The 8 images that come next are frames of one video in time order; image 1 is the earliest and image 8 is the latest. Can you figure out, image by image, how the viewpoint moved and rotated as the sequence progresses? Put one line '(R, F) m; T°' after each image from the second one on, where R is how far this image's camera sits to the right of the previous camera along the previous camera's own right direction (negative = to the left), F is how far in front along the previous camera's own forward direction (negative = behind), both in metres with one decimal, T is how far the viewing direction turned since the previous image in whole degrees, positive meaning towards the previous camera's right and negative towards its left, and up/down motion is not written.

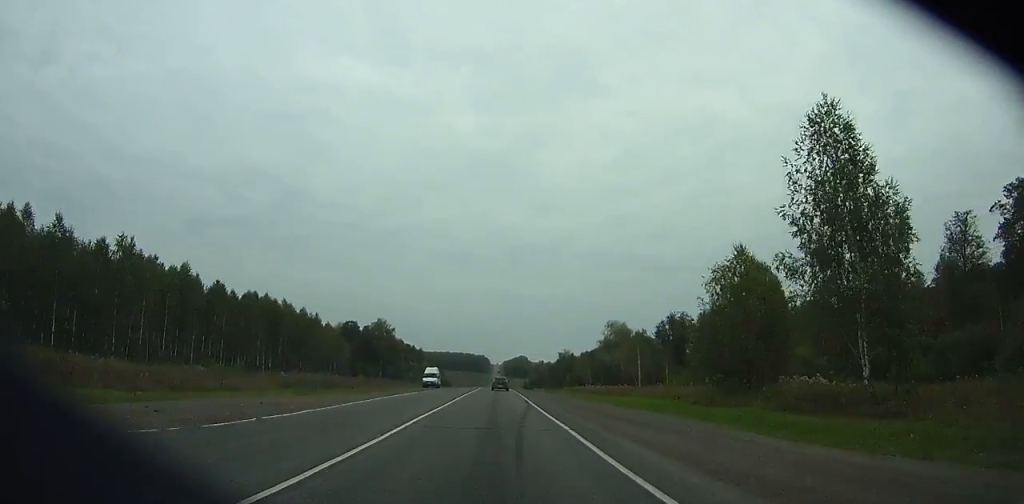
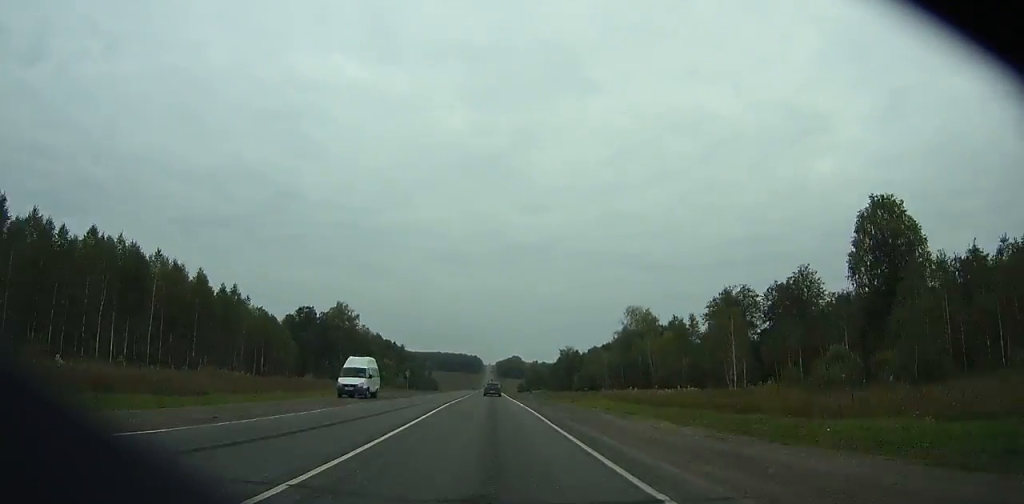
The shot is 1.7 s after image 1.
(+0.1, +38.3) m; 0°
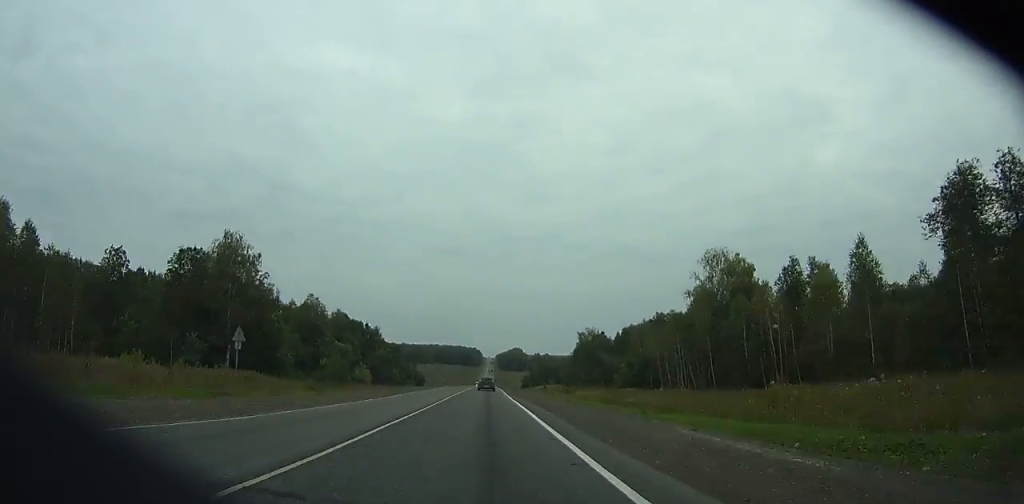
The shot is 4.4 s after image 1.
(+0.2, +60.9) m; 0°
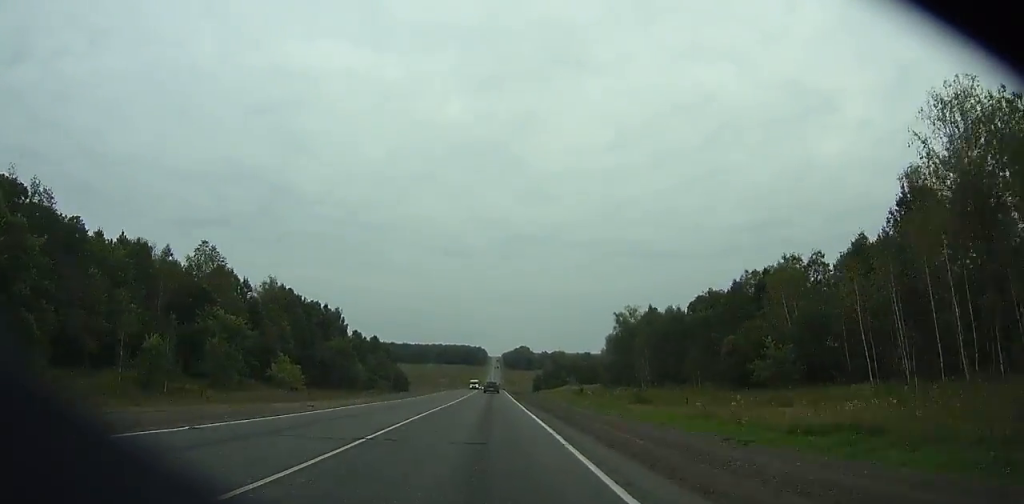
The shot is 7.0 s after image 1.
(-0.1, +59.0) m; 0°
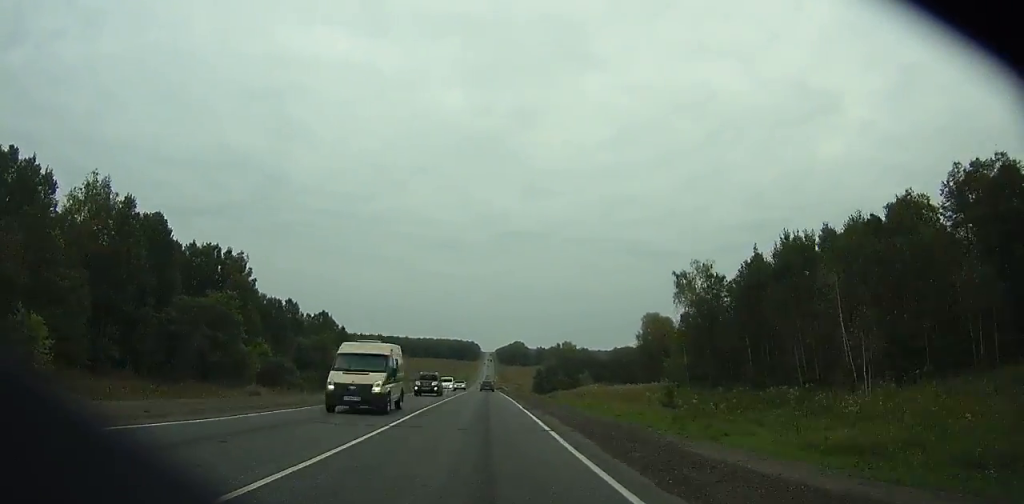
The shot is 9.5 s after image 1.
(-0.4, +57.4) m; 0°
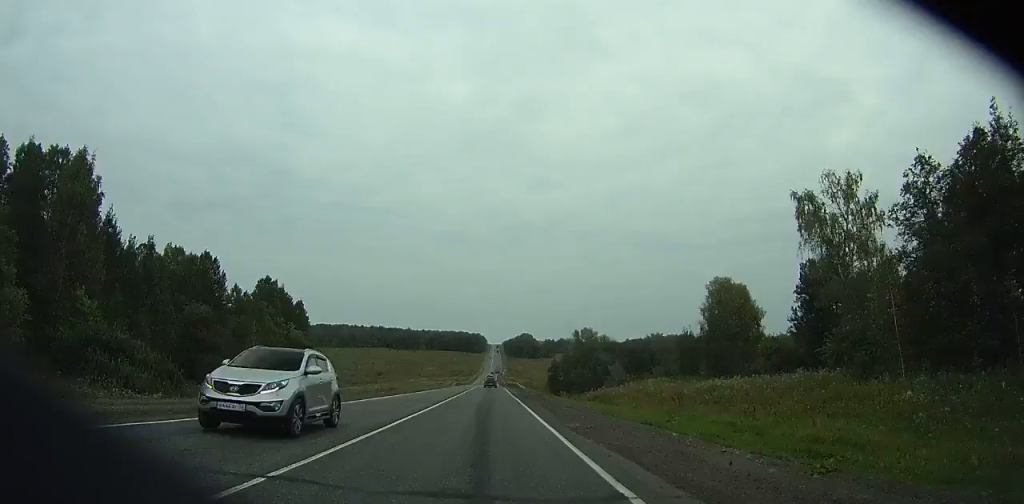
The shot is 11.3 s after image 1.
(+0.2, +42.2) m; 0°
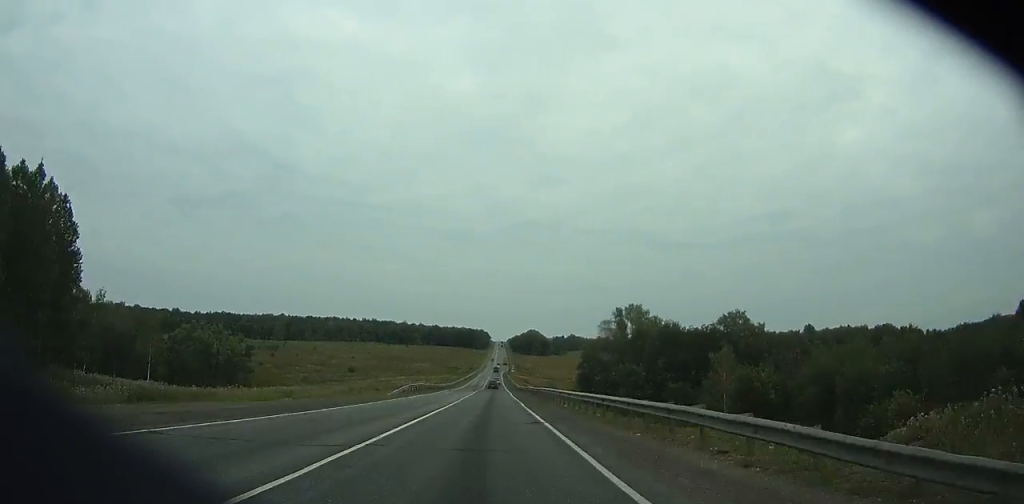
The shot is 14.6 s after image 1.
(0.0, +78.3) m; 0°
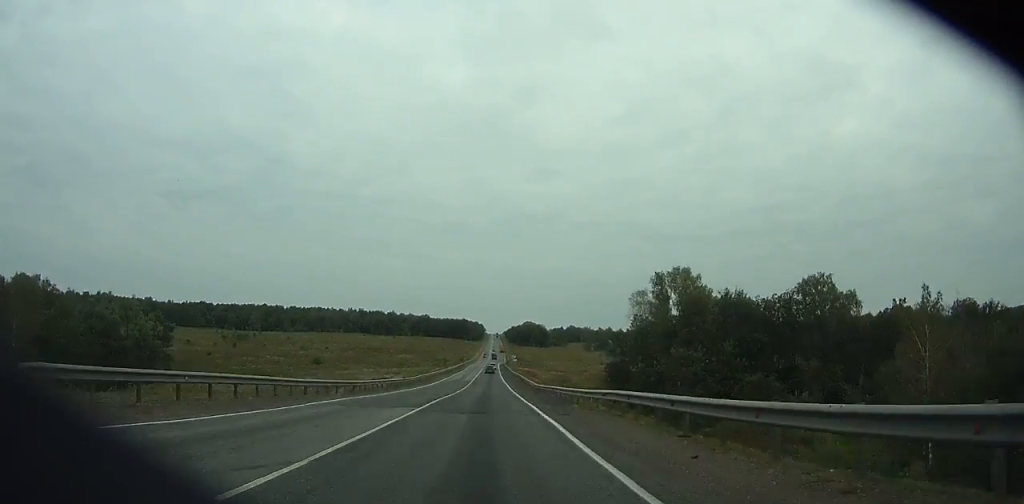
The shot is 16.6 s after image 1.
(0.0, +48.0) m; 0°
